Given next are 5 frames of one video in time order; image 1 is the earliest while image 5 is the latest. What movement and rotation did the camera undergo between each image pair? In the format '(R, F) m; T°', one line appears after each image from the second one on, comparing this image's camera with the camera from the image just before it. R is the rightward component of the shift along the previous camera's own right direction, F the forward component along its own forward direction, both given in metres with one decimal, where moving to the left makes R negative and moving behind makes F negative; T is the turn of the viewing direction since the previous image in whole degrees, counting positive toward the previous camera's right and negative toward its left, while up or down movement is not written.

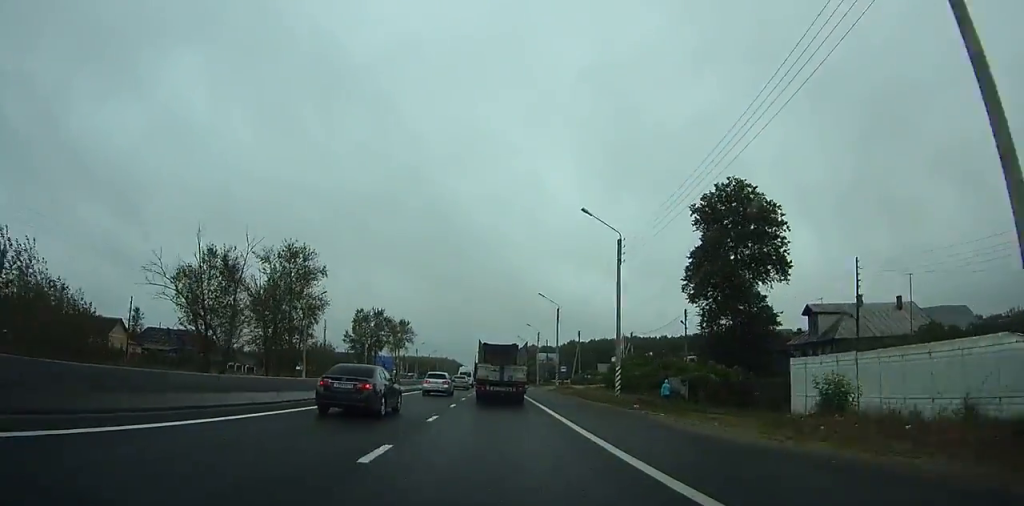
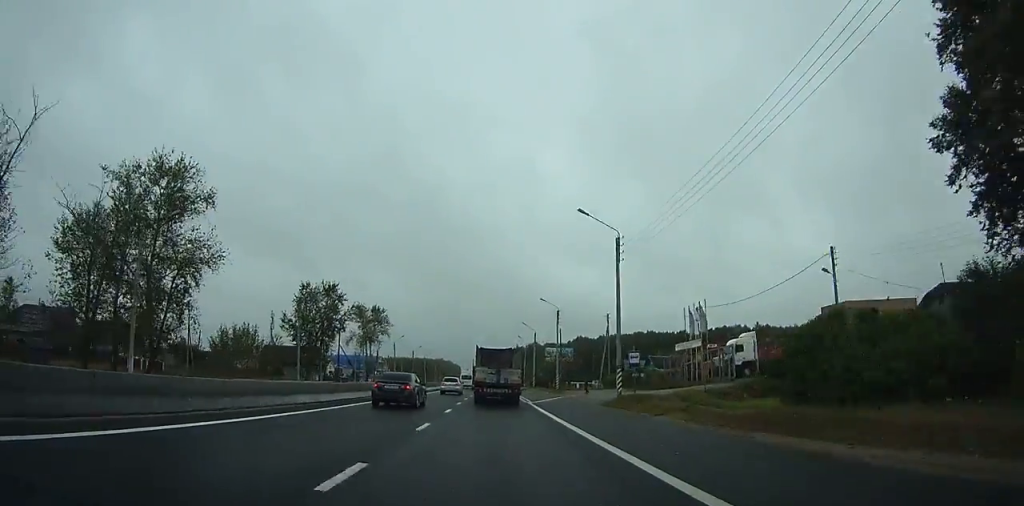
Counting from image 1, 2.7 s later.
(-0.1, +30.6) m; 0°
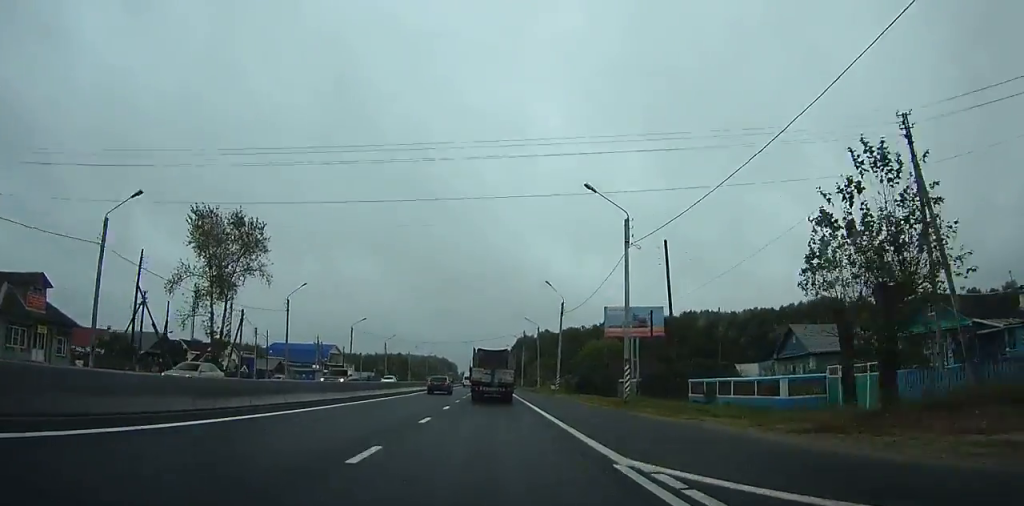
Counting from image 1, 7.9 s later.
(-0.3, +59.2) m; 0°
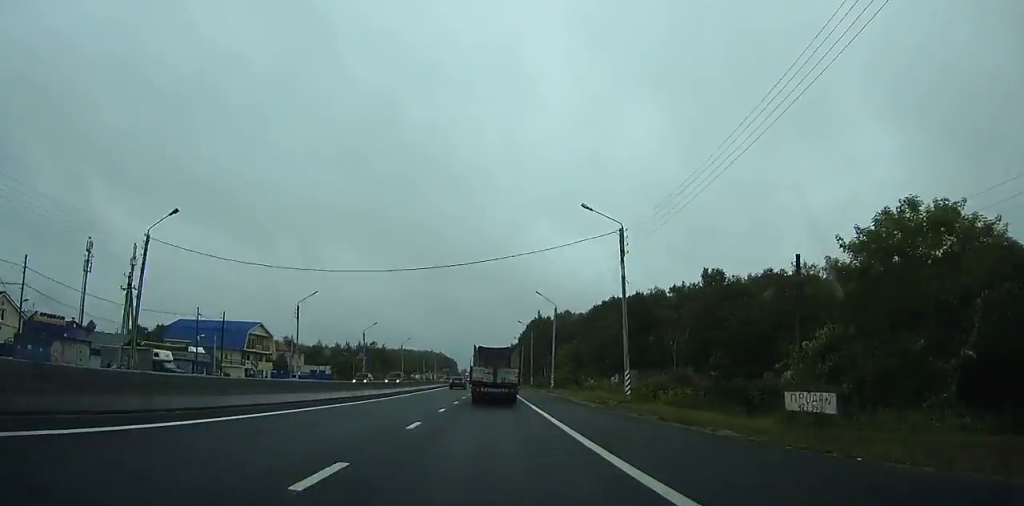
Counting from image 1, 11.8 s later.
(-0.3, +53.8) m; -1°
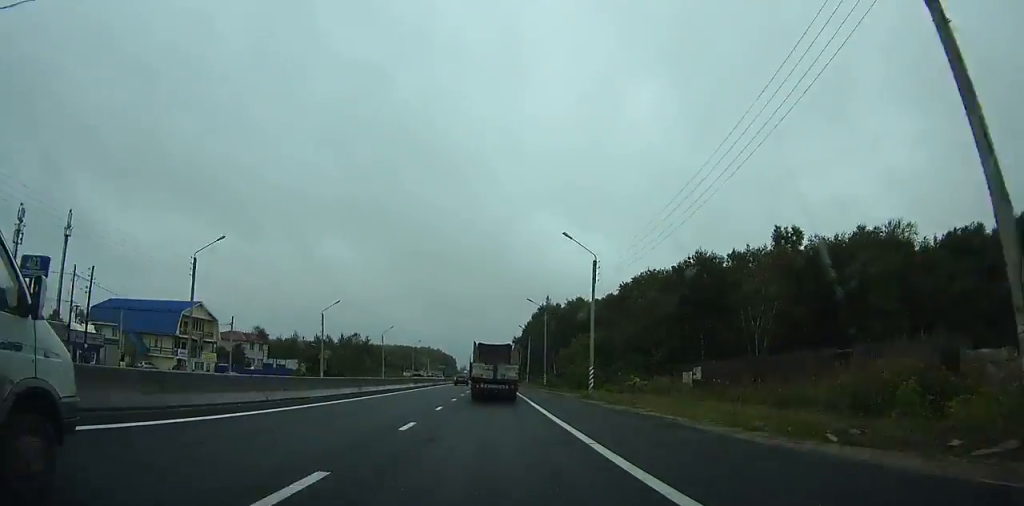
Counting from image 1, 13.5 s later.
(-0.1, +24.5) m; 0°
